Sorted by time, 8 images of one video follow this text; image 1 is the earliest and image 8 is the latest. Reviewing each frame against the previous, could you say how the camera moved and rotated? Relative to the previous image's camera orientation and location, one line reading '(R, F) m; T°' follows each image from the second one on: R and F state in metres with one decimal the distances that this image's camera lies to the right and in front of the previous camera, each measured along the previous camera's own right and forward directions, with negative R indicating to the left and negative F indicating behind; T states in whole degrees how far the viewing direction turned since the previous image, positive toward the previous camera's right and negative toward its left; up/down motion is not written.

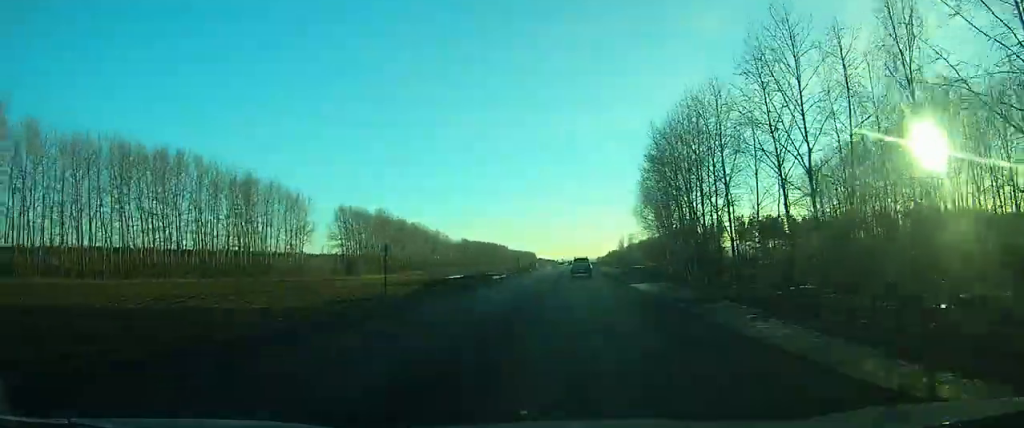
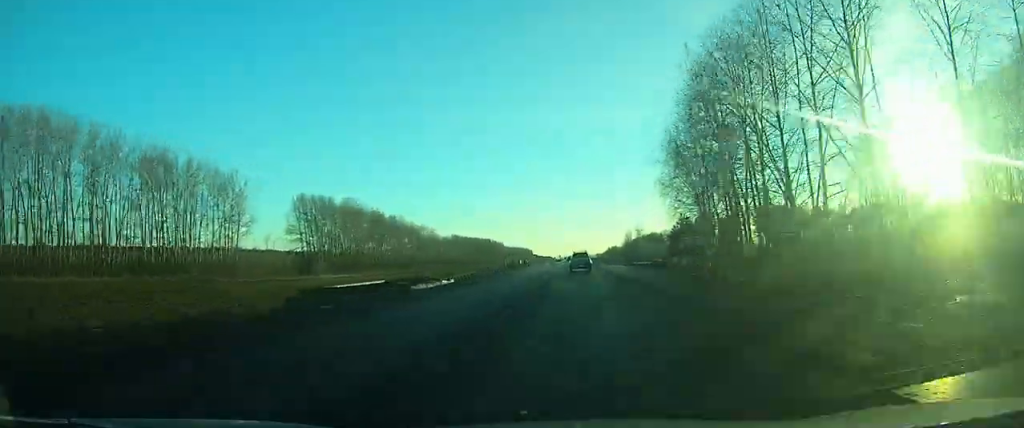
(+0.1, +31.6) m; 0°
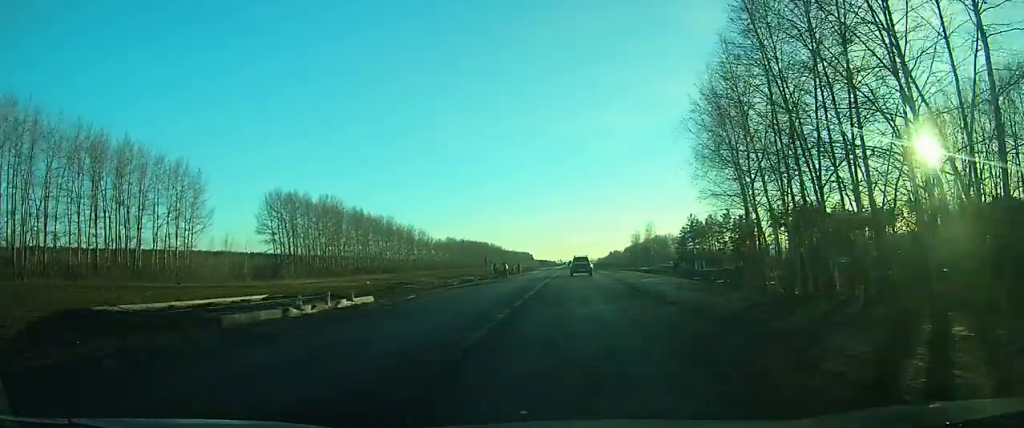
(0.0, +18.3) m; 0°
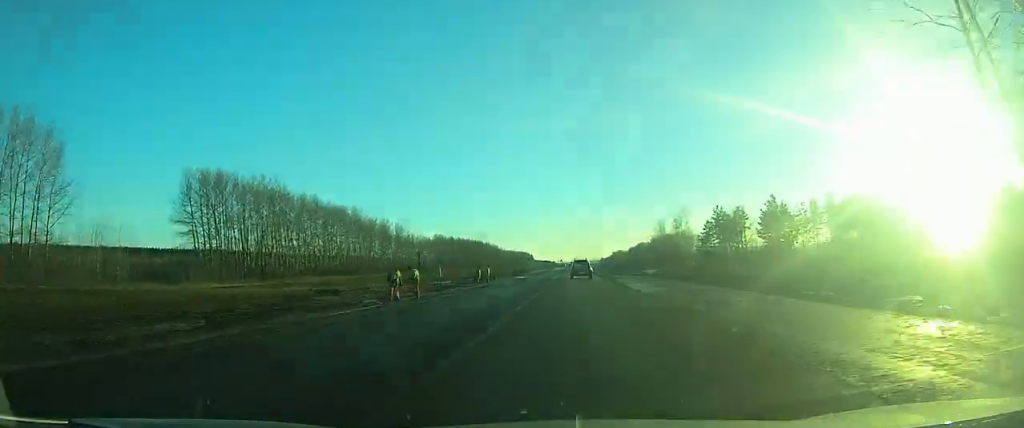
(+0.1, +37.9) m; 0°
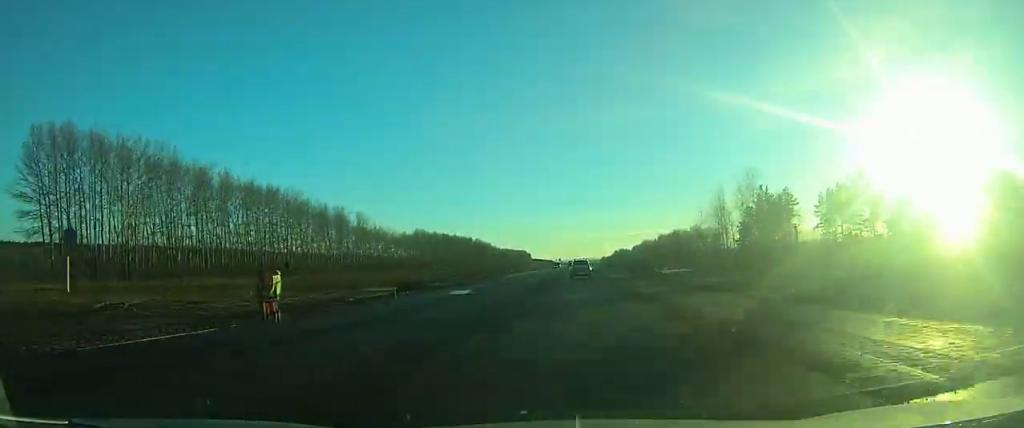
(+0.1, +40.0) m; 0°
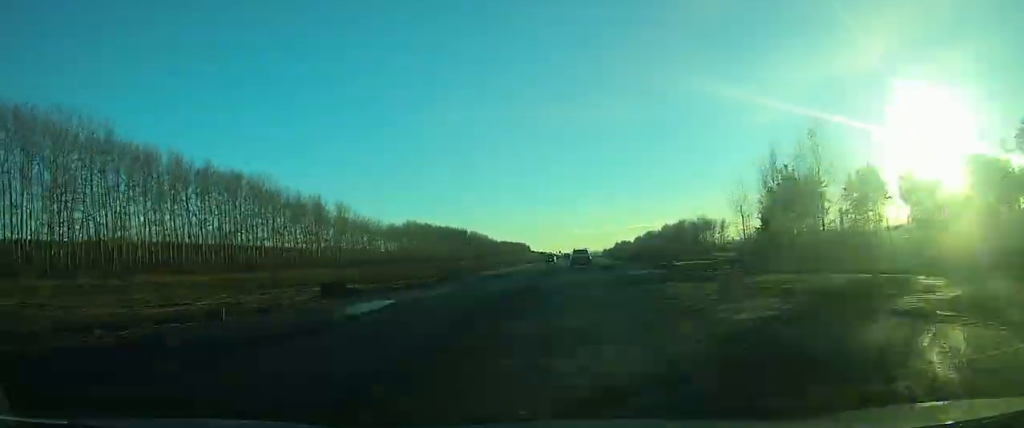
(0.0, +15.6) m; 0°
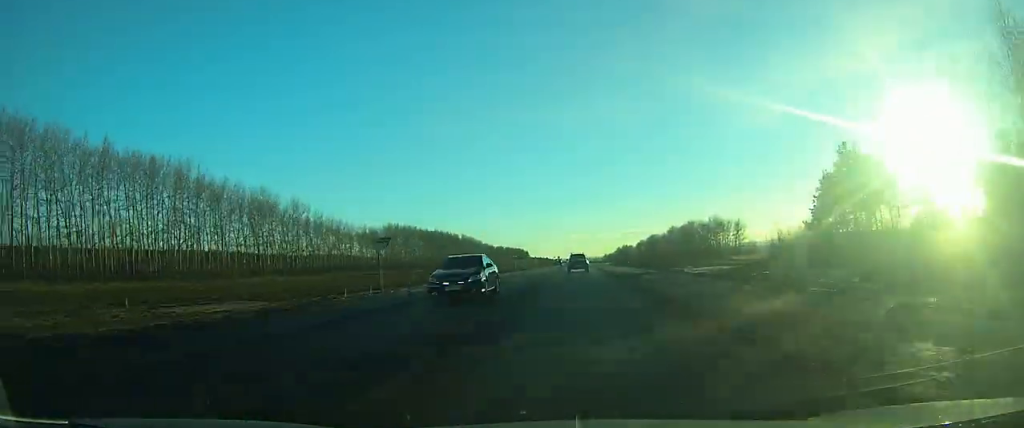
(0.0, +26.9) m; 0°
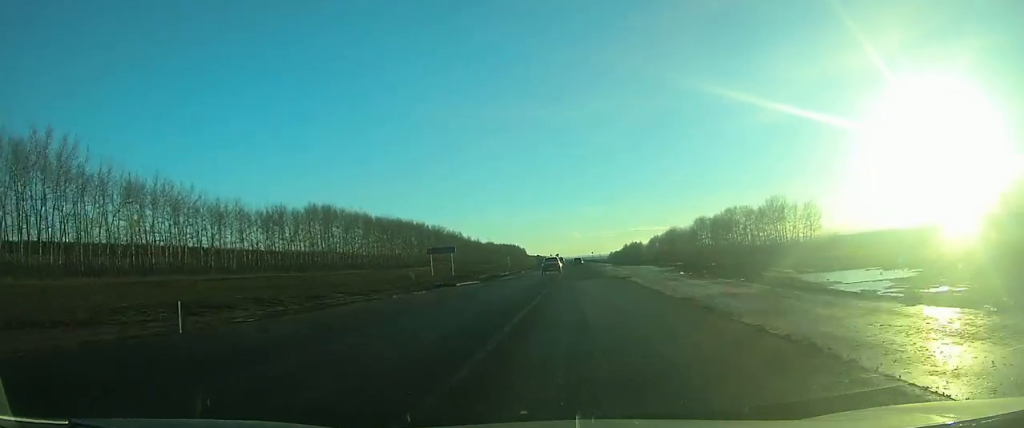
(-0.1, +78.2) m; 0°
